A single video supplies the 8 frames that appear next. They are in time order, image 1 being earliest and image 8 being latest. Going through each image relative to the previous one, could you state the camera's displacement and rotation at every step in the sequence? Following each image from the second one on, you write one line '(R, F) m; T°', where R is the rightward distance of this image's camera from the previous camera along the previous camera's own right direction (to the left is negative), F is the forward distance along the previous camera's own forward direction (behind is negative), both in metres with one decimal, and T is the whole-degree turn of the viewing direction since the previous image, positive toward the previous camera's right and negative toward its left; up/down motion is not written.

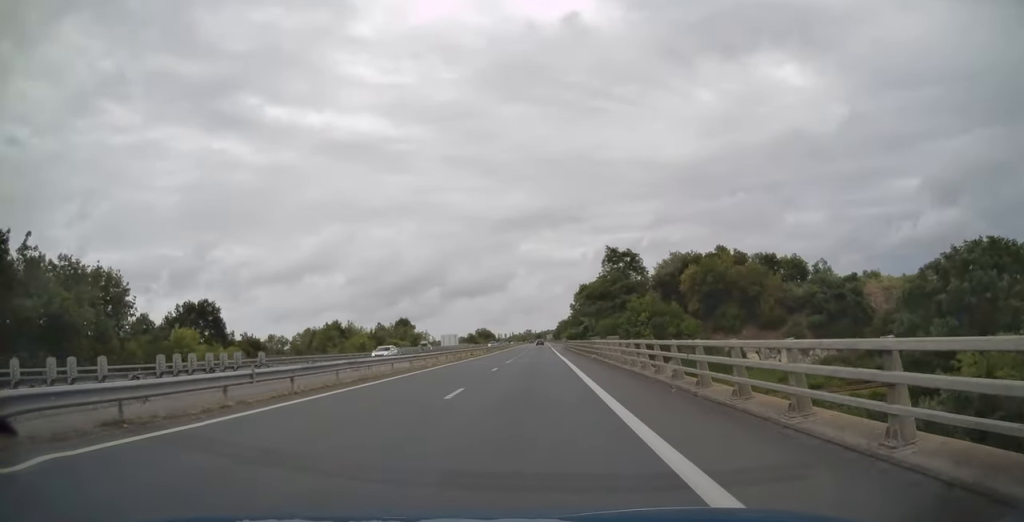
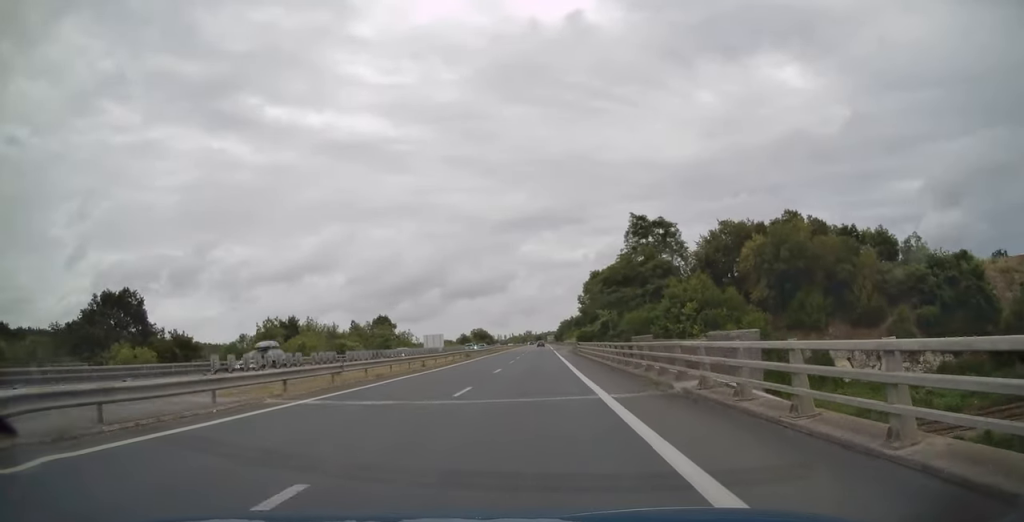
(-0.1, +24.7) m; 0°
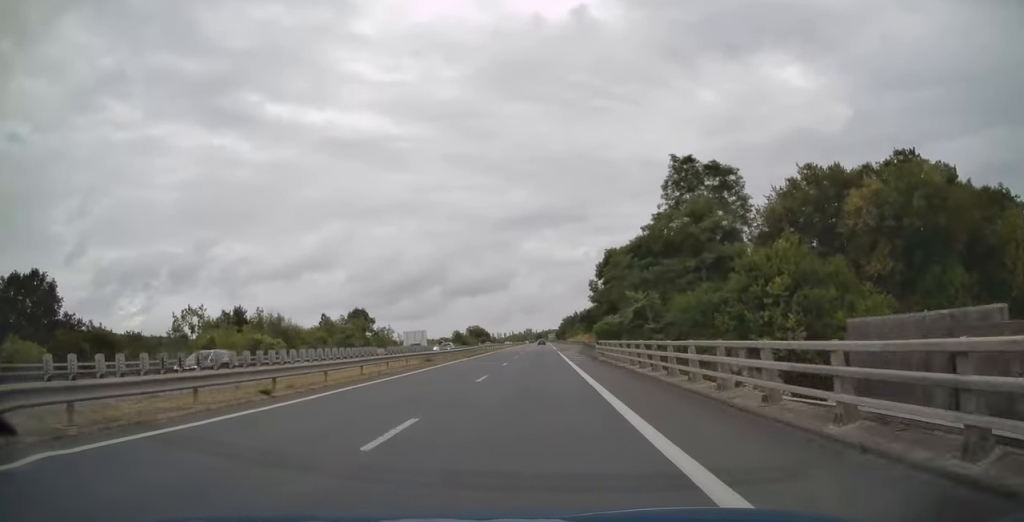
(-0.2, +20.9) m; 0°
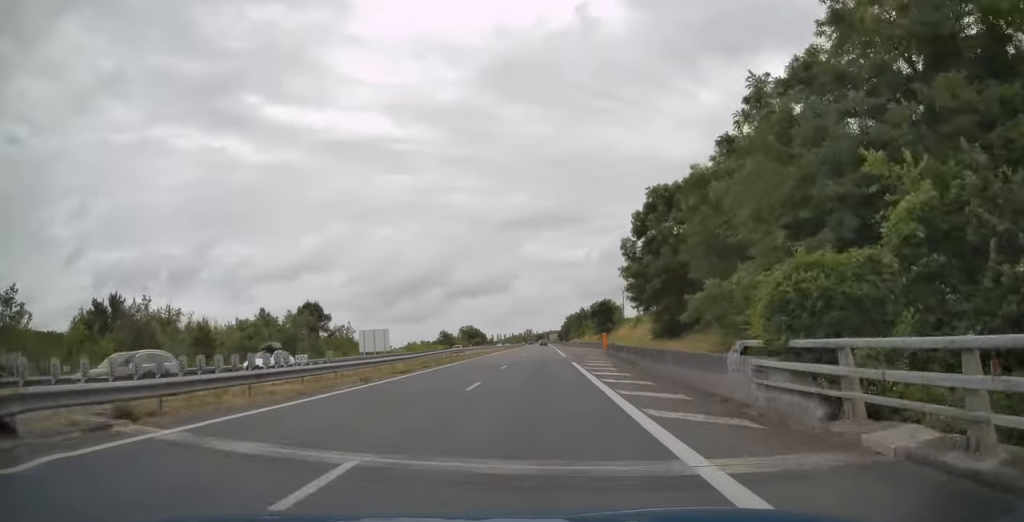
(+0.3, +29.5) m; 0°
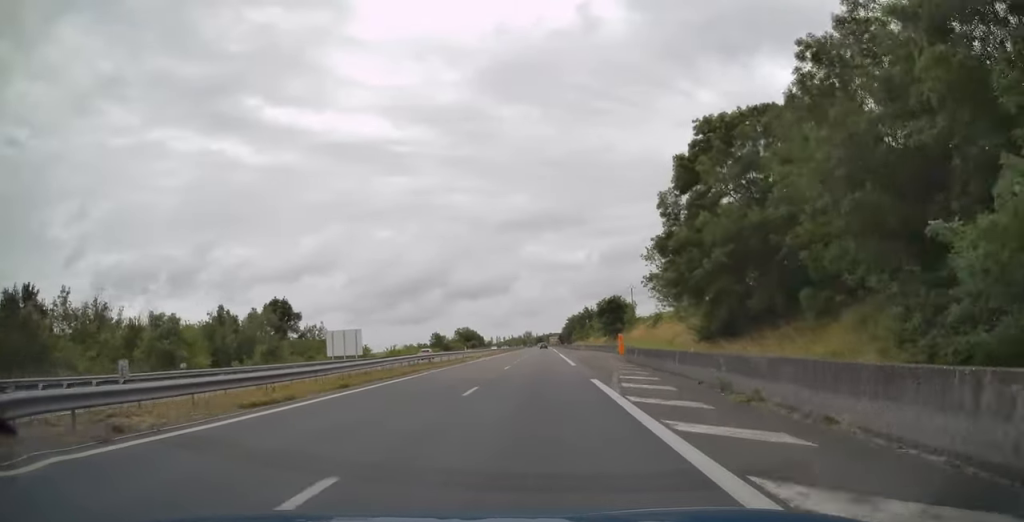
(0.0, +13.9) m; 0°
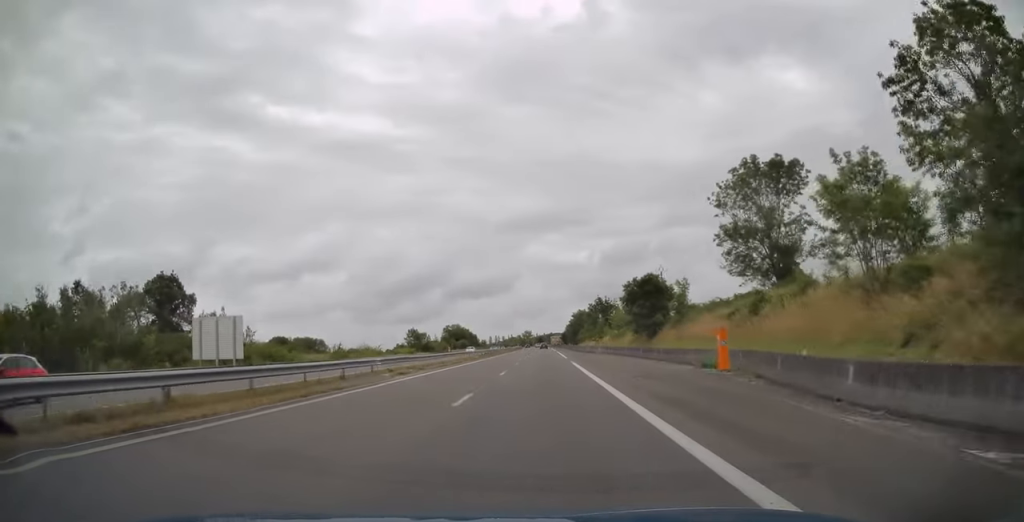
(0.0, +31.6) m; 0°
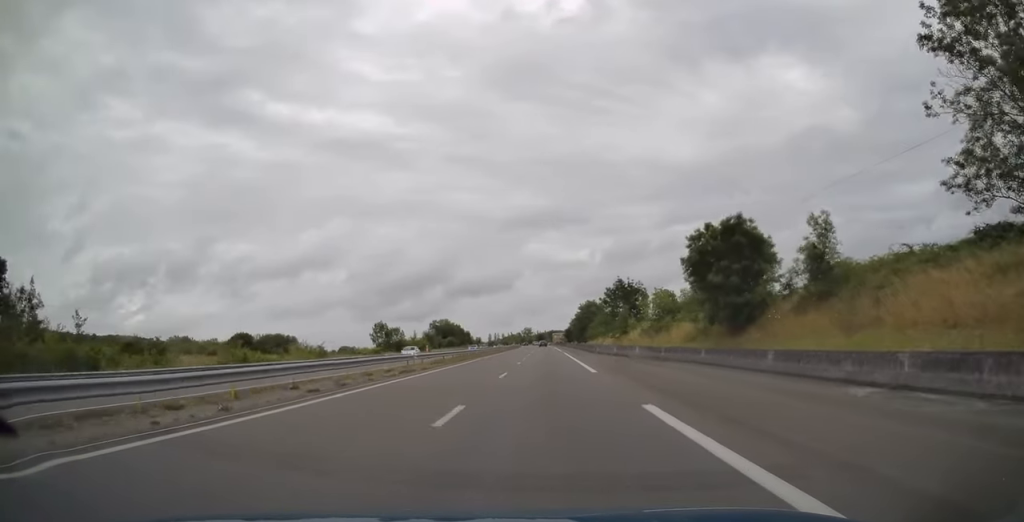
(0.0, +29.4) m; 0°
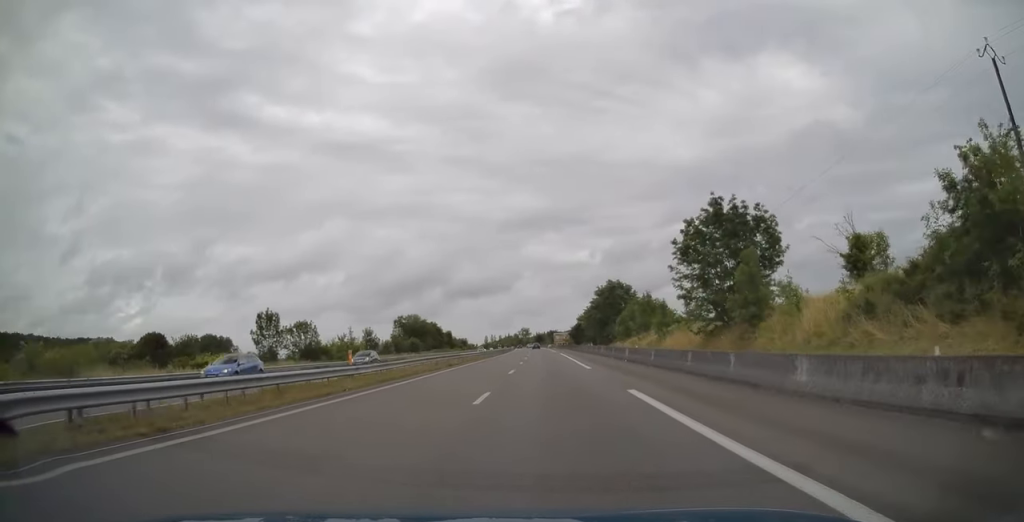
(0.0, +48.2) m; 0°
